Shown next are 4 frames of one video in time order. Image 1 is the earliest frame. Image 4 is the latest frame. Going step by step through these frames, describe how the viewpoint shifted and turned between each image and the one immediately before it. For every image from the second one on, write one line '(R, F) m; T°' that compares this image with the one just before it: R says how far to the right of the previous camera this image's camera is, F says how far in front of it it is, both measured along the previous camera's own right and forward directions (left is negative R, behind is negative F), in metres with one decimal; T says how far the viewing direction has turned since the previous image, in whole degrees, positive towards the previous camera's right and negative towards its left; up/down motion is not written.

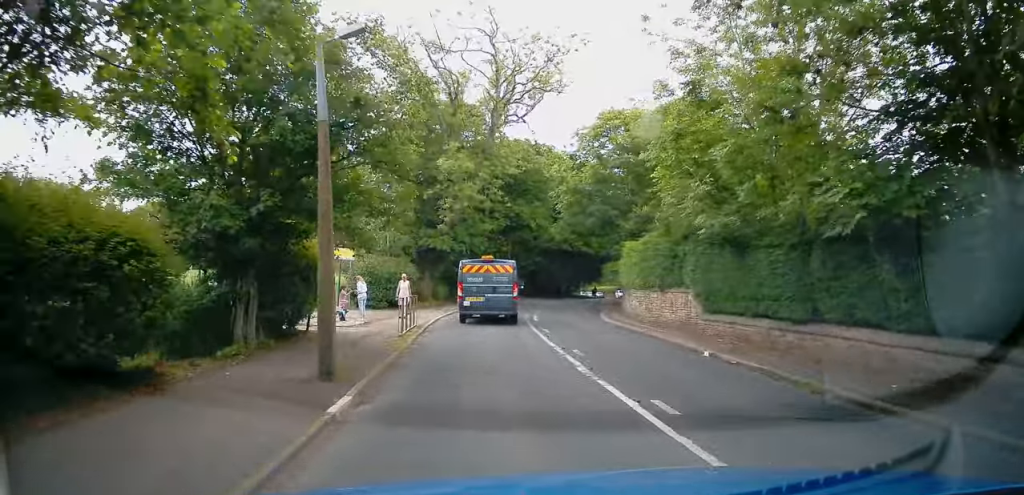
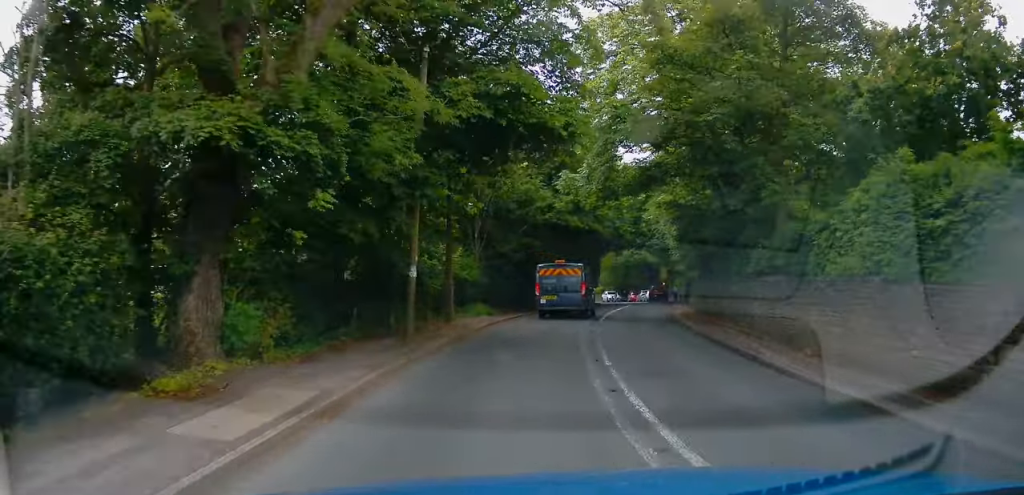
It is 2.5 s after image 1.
(+0.7, +23.5) m; +5°
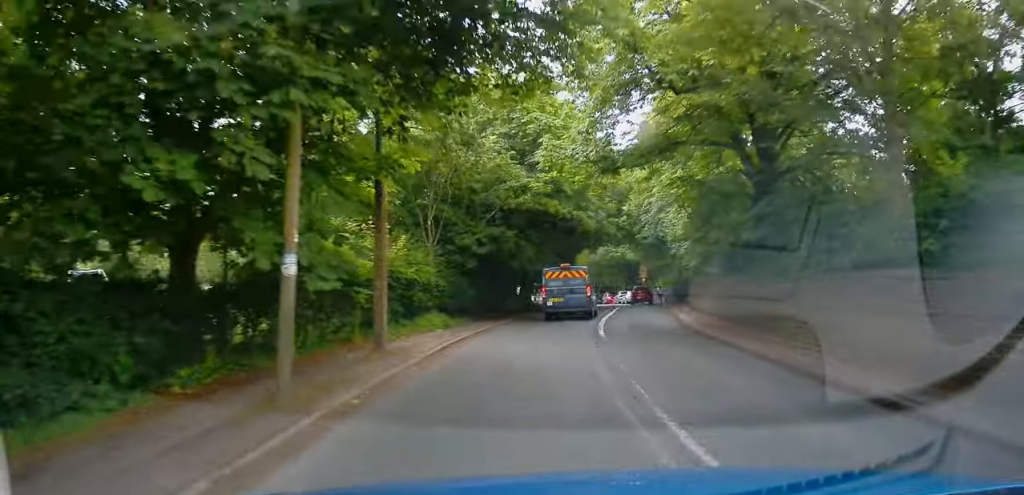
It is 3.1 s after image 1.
(0.0, +6.5) m; +2°
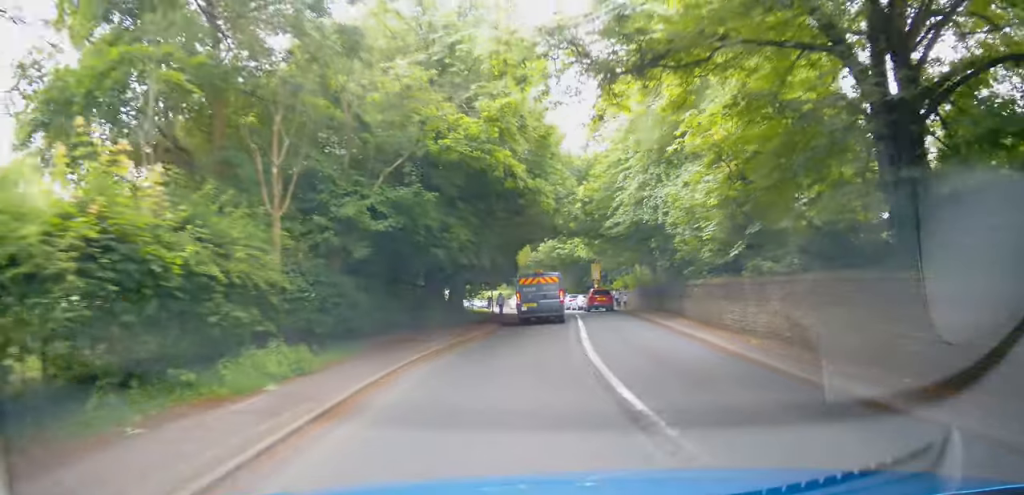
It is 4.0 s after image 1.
(+0.2, +9.7) m; +5°
